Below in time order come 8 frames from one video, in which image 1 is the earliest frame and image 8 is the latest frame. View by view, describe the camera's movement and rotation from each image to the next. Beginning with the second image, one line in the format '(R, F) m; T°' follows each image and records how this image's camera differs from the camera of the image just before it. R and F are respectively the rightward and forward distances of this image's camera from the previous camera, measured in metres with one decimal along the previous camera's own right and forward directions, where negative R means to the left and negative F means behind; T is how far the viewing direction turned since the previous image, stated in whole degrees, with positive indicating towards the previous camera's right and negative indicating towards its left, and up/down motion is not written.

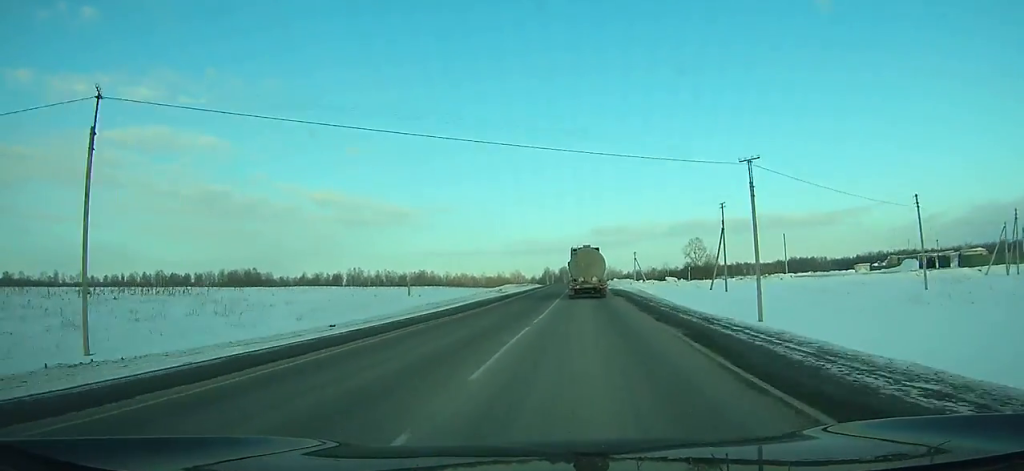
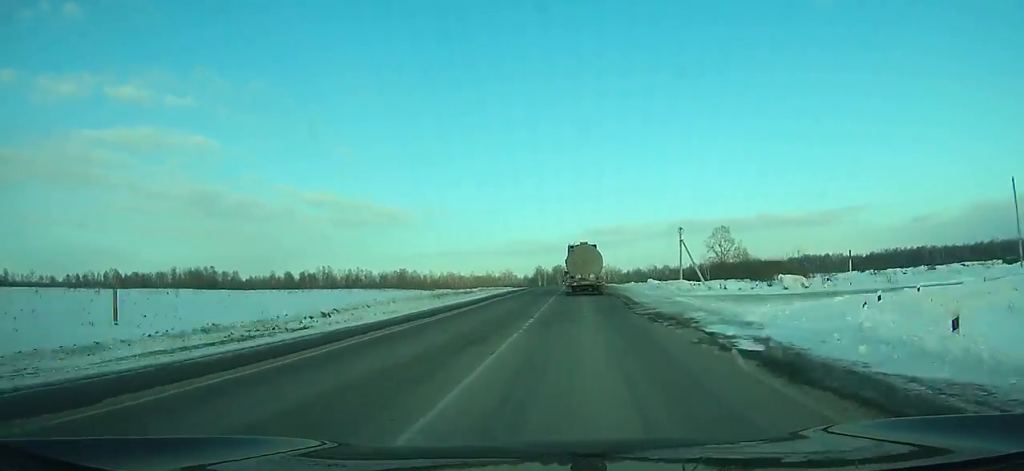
(+0.3, +57.8) m; +1°
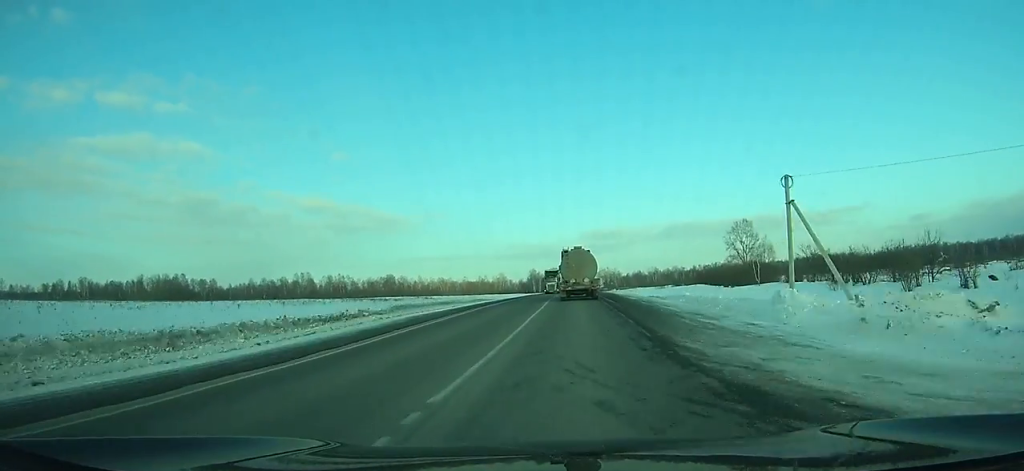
(+0.3, +34.9) m; 0°
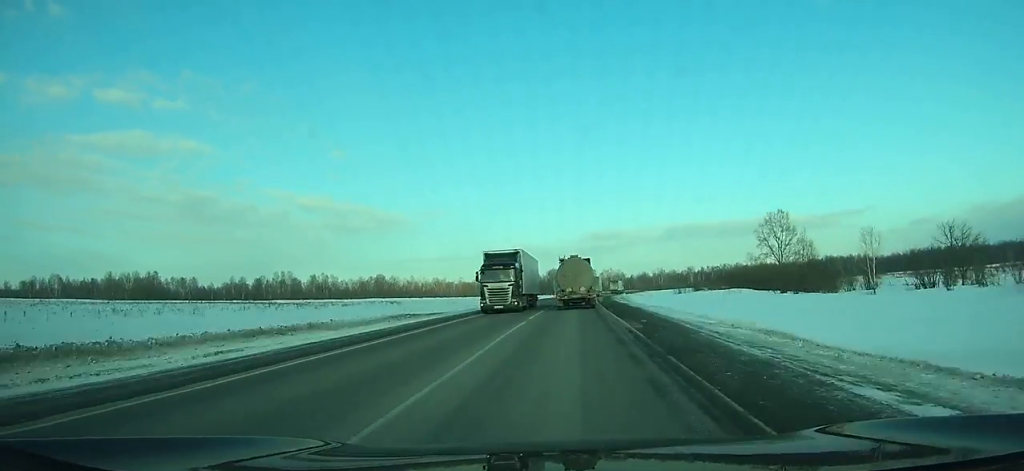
(-0.2, +32.5) m; 0°
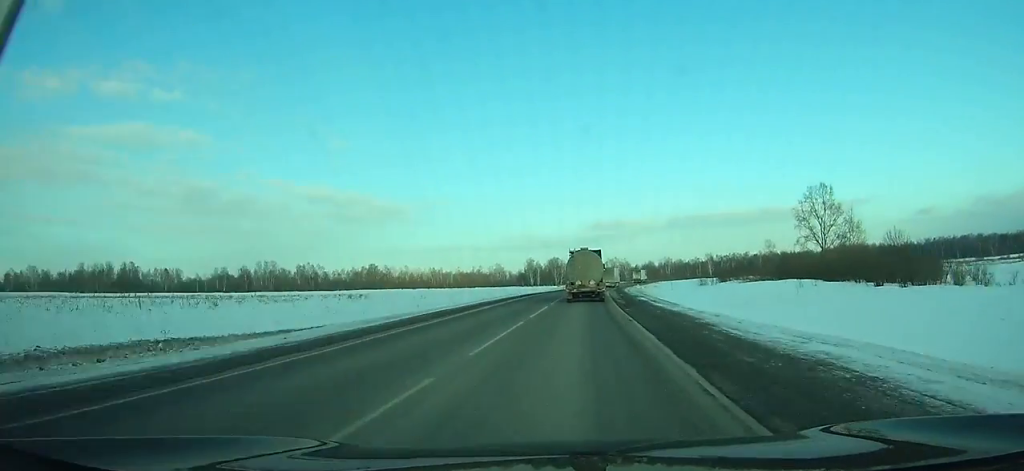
(-0.2, +28.4) m; 0°
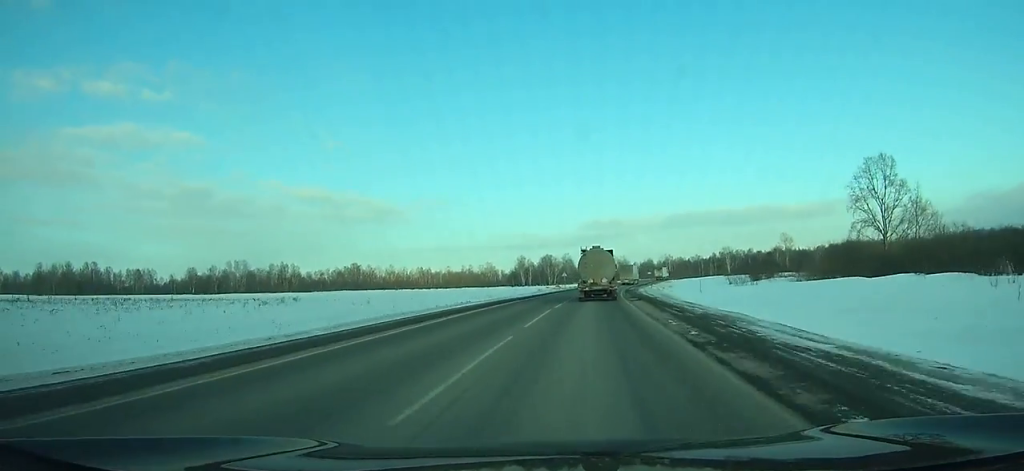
(+0.2, +30.2) m; +1°
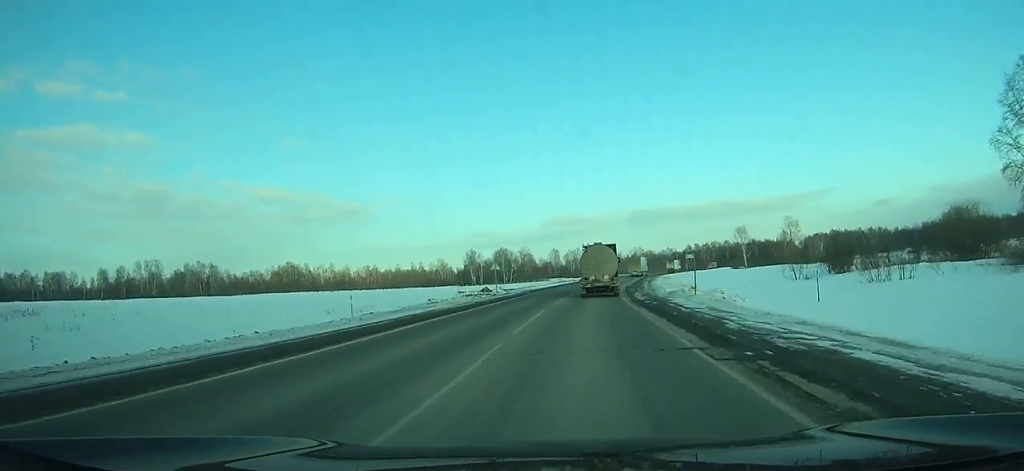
(+0.7, +50.1) m; +3°
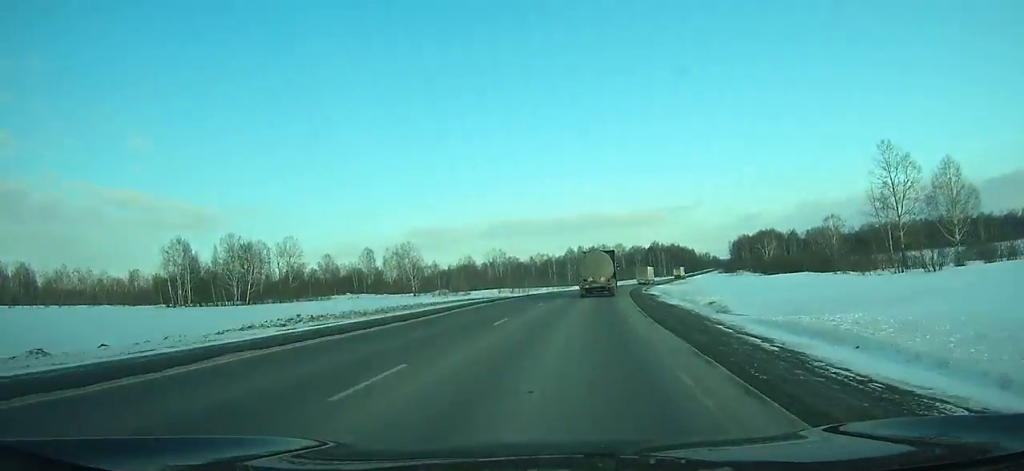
(+15.1, +147.9) m; +12°
